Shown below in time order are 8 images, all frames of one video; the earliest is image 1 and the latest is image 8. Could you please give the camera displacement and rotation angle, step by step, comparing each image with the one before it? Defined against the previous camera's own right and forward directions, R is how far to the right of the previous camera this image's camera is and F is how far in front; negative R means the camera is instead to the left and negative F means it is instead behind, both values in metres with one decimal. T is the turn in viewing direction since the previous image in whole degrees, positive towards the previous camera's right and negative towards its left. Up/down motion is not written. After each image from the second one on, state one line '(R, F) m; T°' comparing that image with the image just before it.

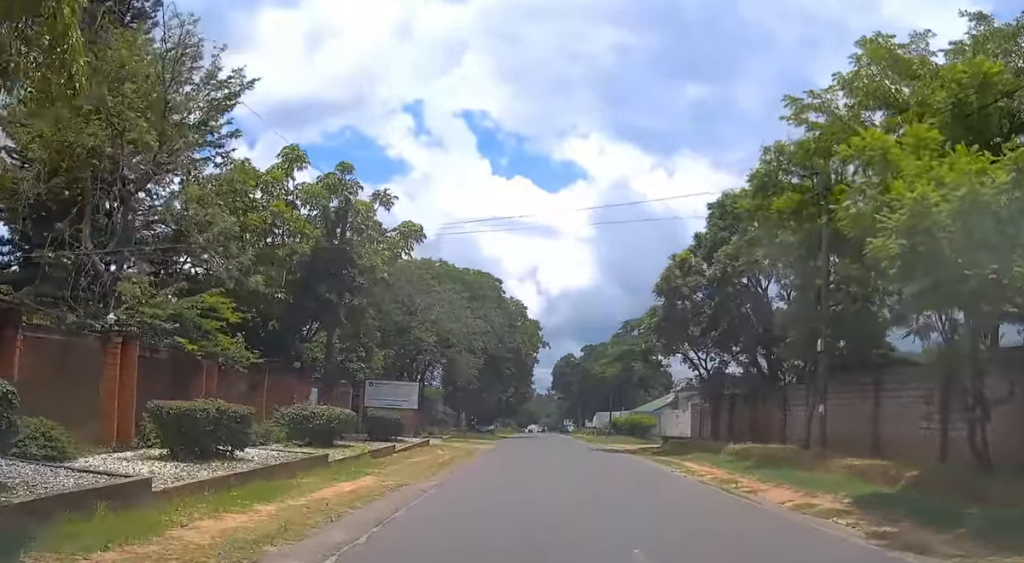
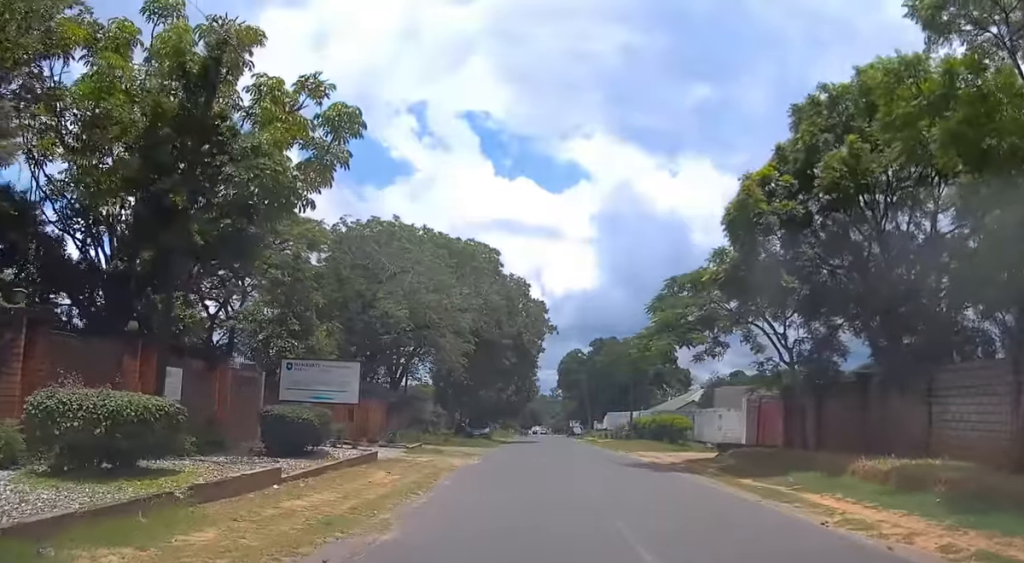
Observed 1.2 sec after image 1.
(-0.1, +11.2) m; 0°
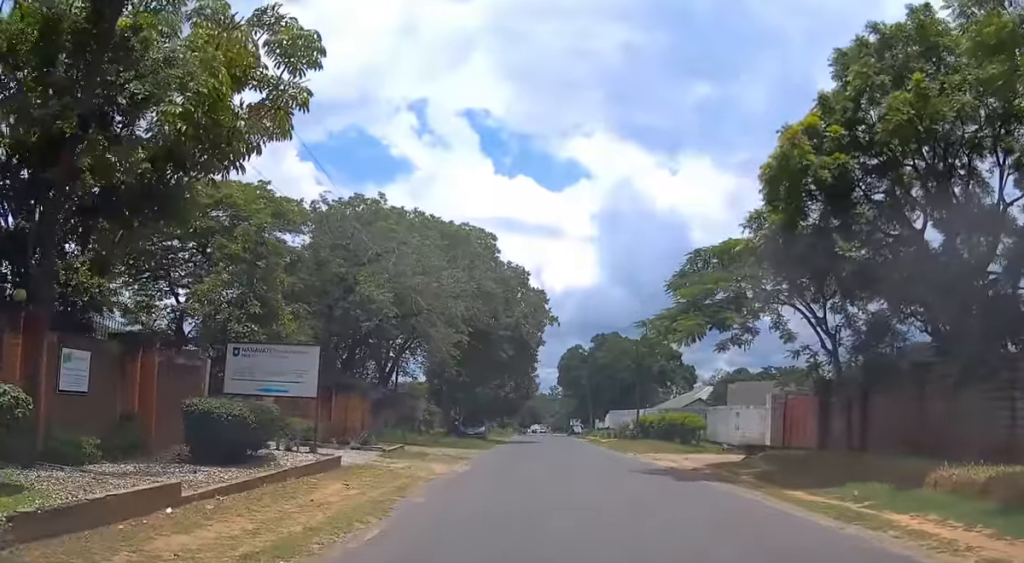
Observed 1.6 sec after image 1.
(0.0, +3.8) m; 0°
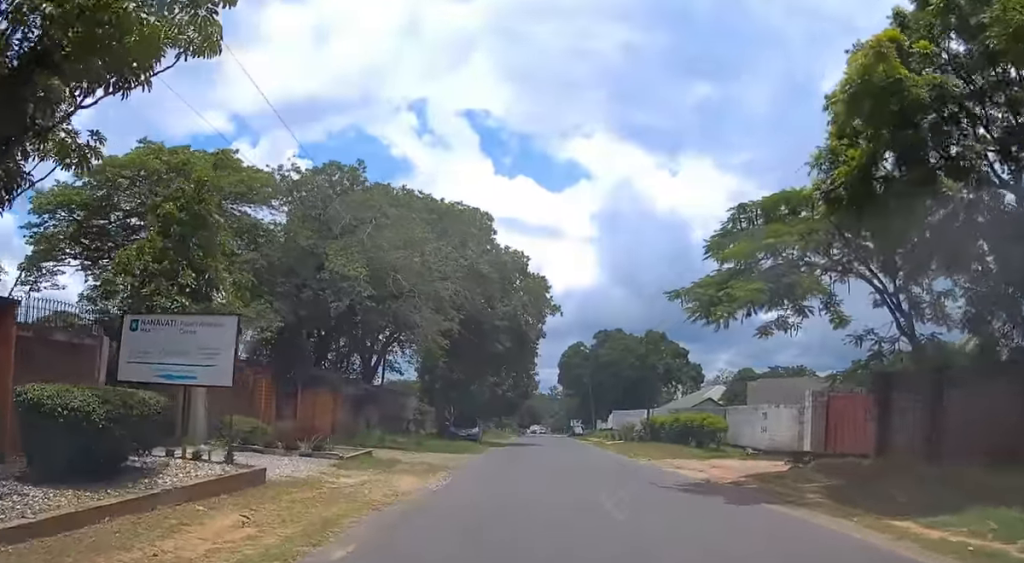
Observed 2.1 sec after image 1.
(0.0, +4.7) m; -1°
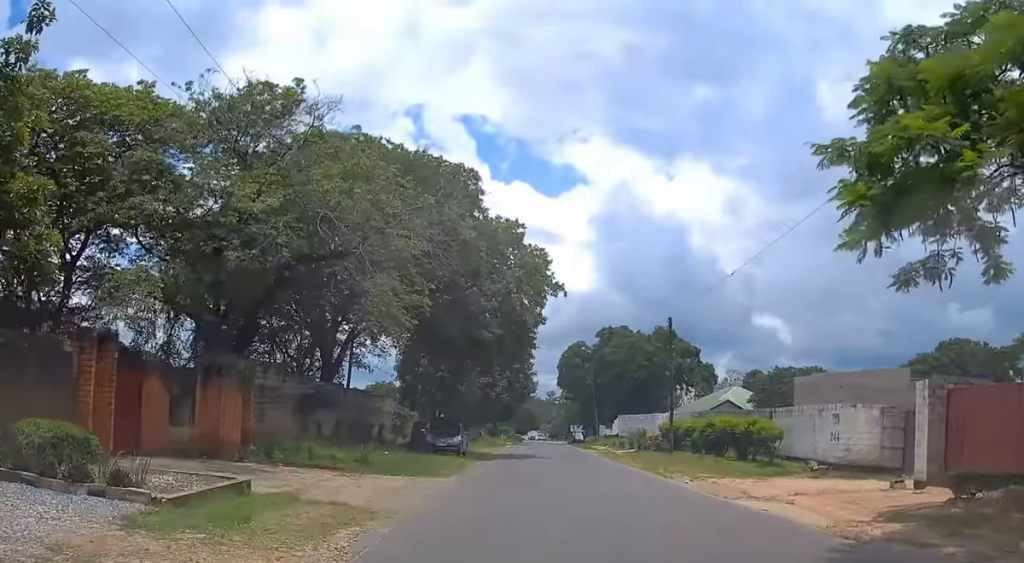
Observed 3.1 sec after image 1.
(-0.1, +8.5) m; -1°
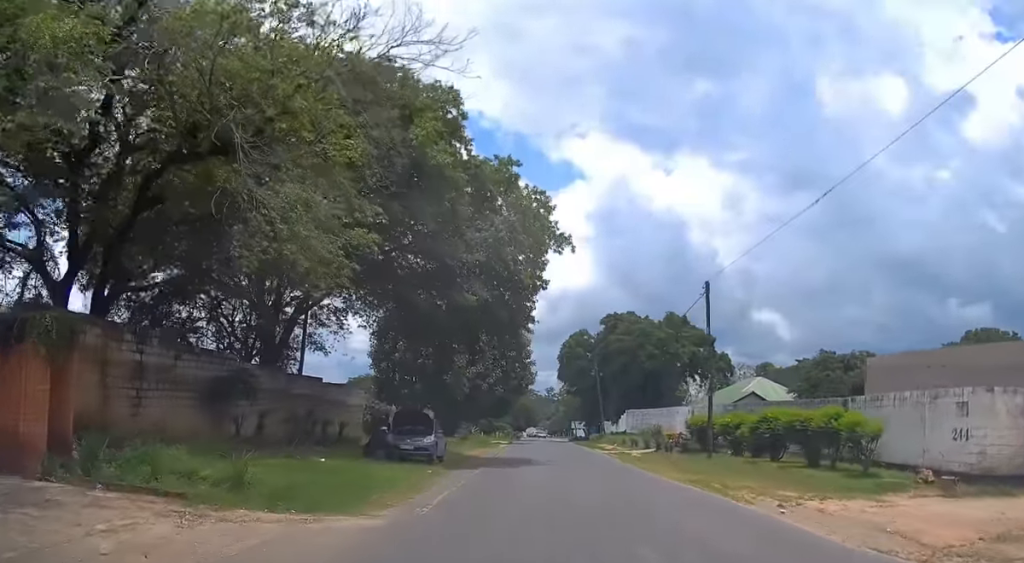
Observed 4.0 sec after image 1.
(0.0, +8.3) m; 0°
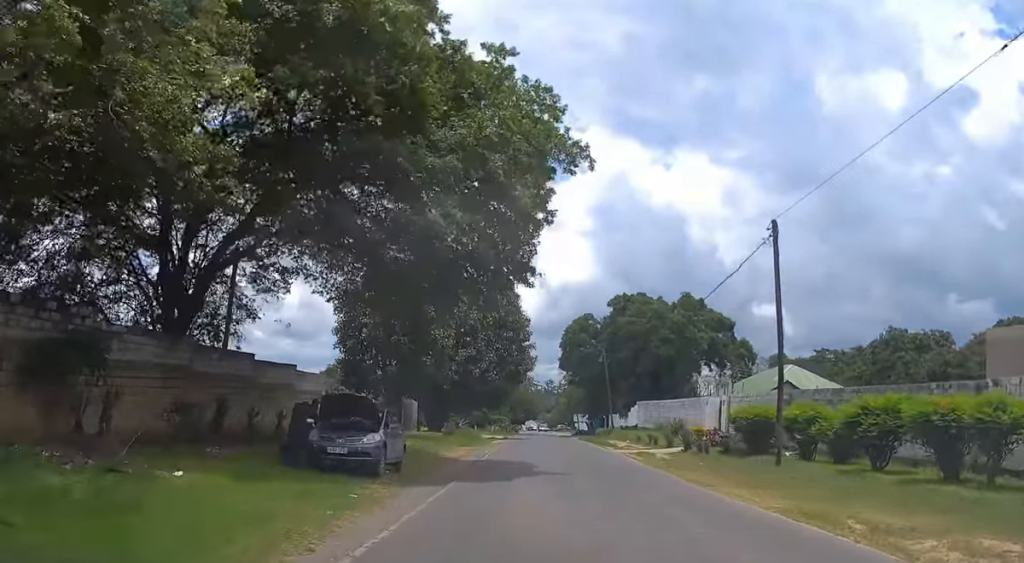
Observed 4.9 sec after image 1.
(+0.1, +8.3) m; +1°
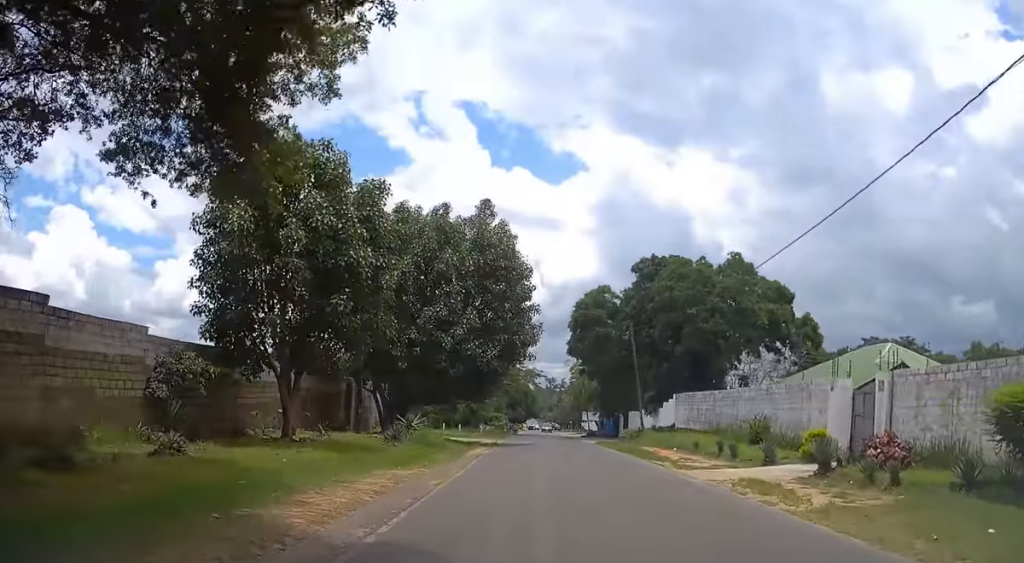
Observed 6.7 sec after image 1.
(-0.1, +16.8) m; -1°
